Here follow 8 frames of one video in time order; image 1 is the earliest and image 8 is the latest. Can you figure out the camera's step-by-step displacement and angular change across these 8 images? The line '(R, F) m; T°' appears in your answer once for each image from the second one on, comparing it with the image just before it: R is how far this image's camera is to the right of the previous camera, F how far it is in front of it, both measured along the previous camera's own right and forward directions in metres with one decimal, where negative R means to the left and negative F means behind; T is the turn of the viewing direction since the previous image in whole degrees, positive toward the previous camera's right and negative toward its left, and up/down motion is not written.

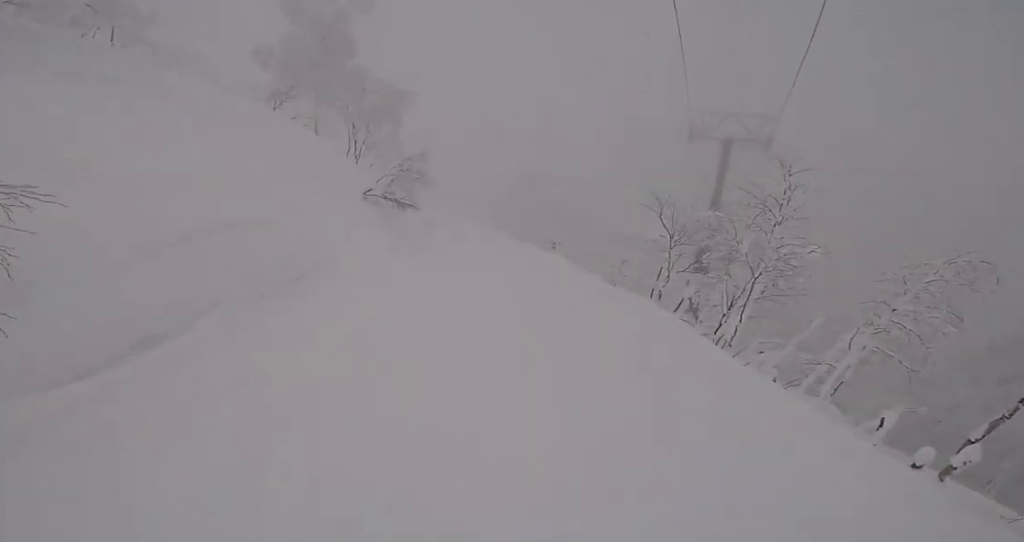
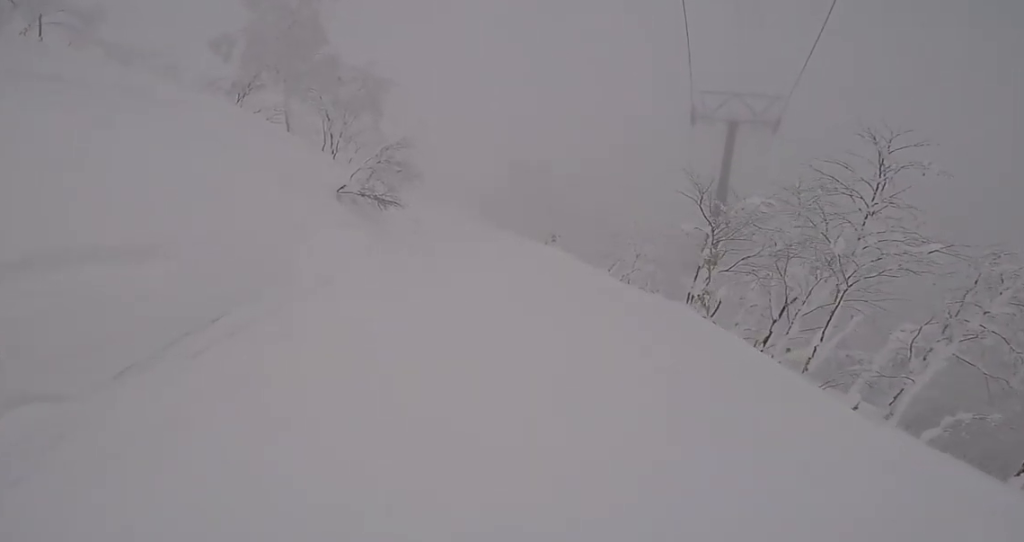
(+0.6, +2.2) m; +1°
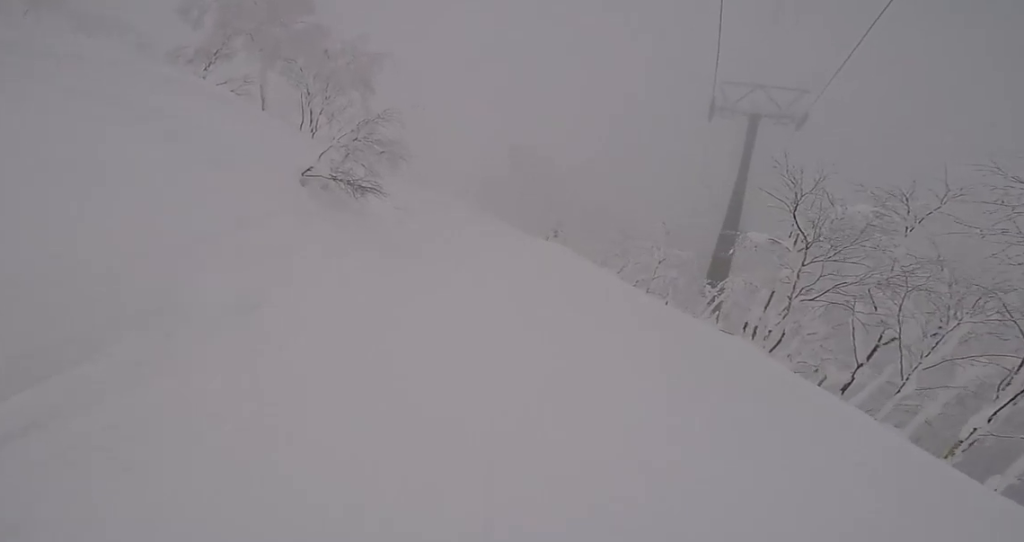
(-0.3, +2.6) m; 0°
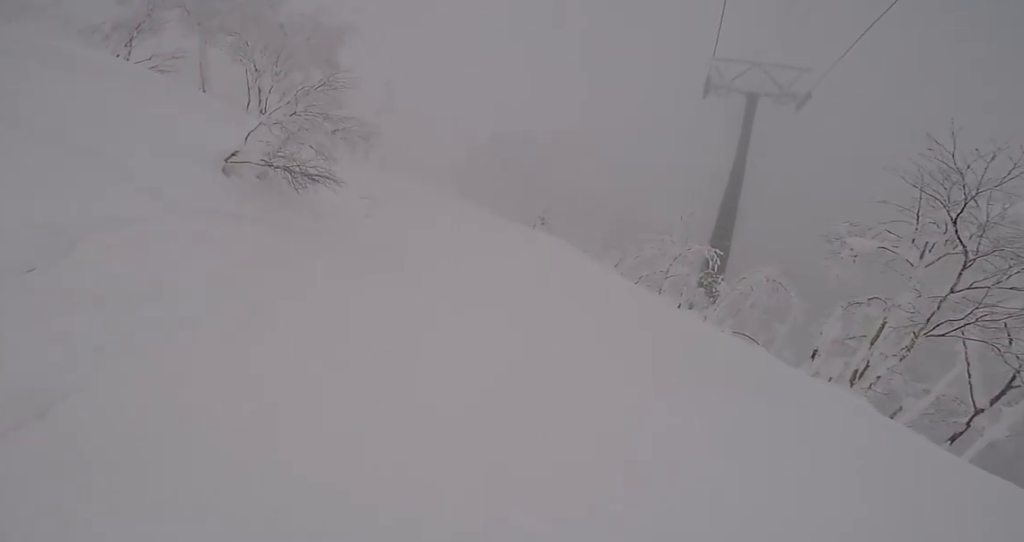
(-0.6, +2.4) m; 0°
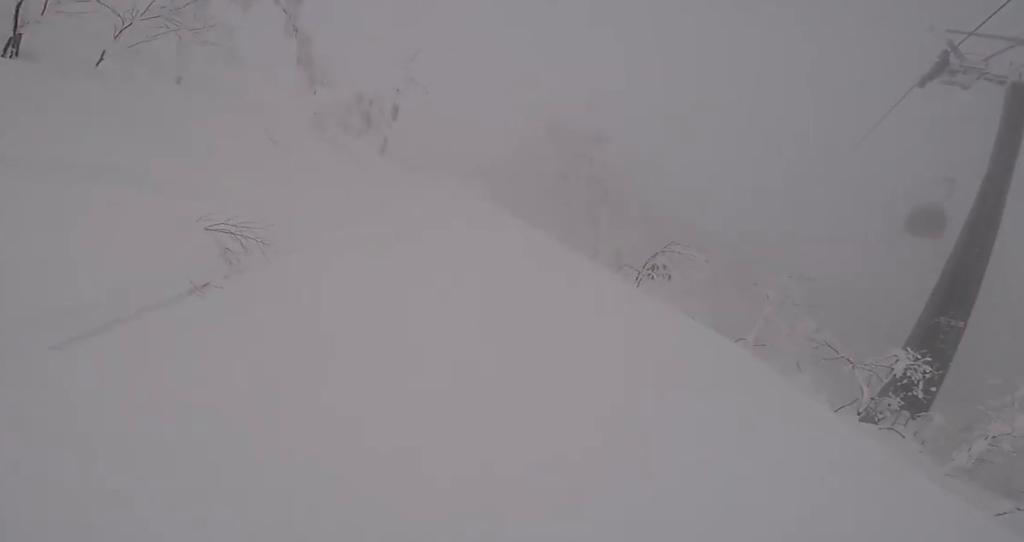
(-0.5, +11.4) m; -11°
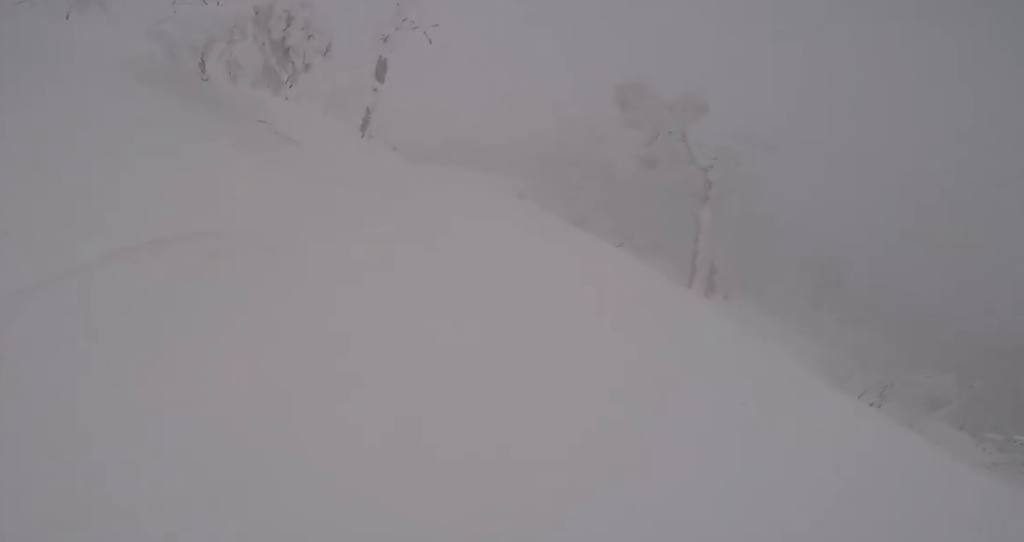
(+0.8, +10.7) m; +4°
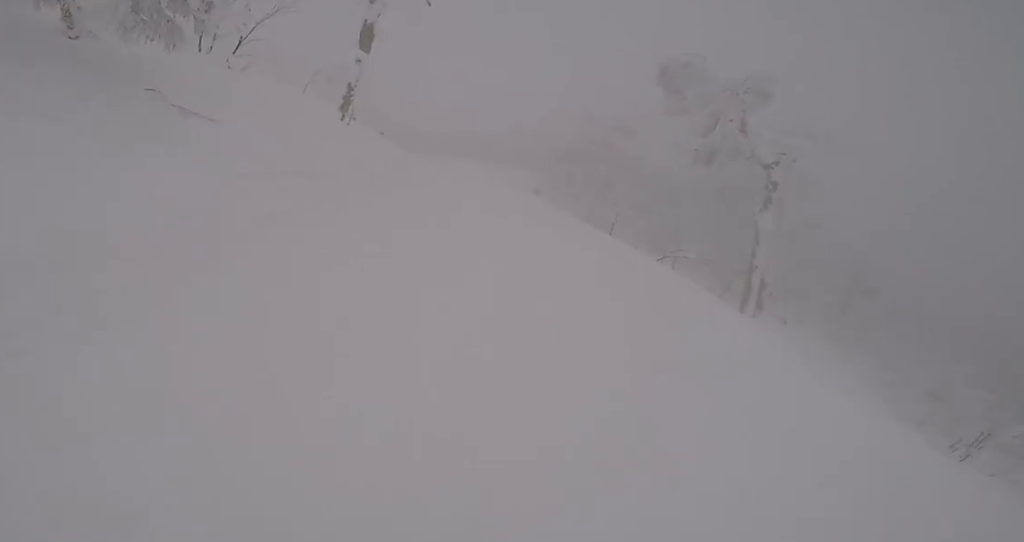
(0.0, +4.0) m; 0°
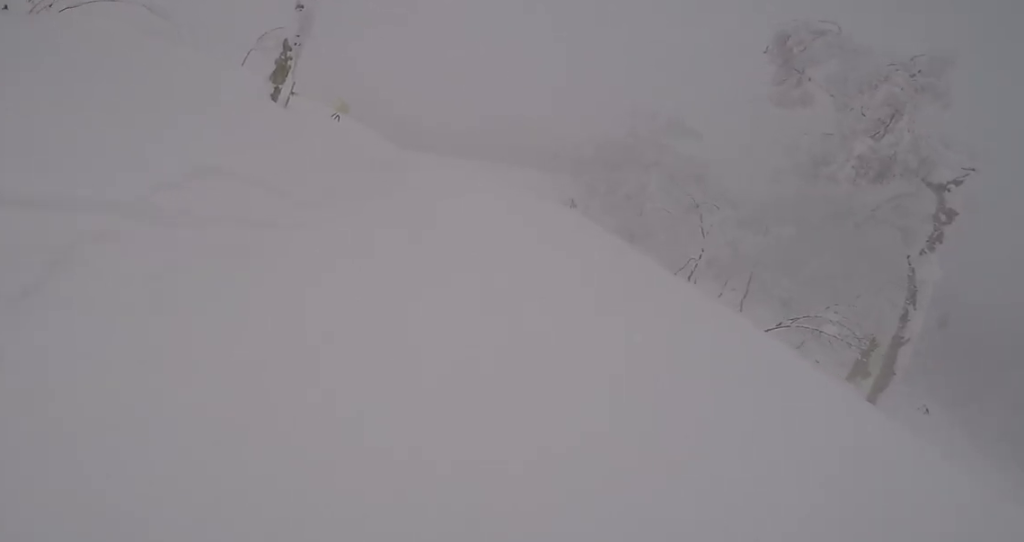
(0.0, +6.1) m; -8°
